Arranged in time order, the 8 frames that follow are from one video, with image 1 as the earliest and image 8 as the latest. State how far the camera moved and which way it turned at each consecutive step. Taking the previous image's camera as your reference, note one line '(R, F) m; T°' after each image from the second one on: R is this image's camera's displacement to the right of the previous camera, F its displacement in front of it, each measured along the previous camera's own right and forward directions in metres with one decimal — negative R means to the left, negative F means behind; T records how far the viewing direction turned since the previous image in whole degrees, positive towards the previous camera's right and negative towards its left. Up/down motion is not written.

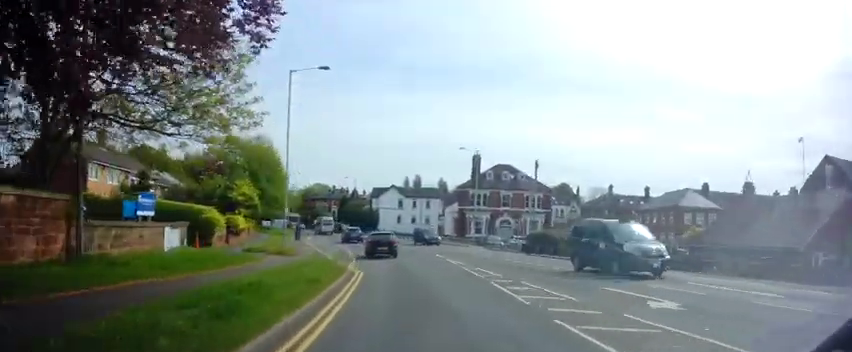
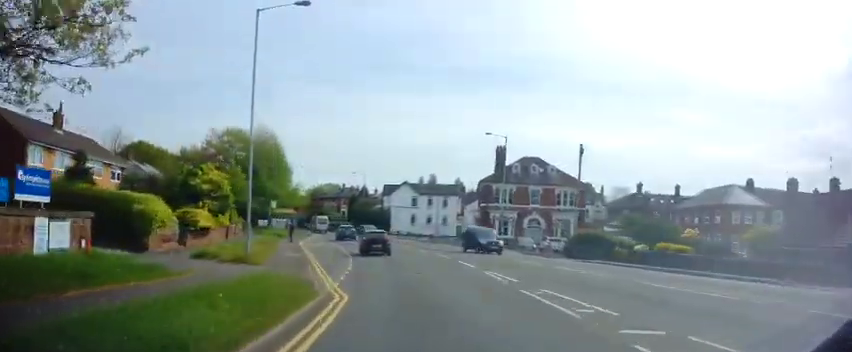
(-0.2, +7.9) m; -2°
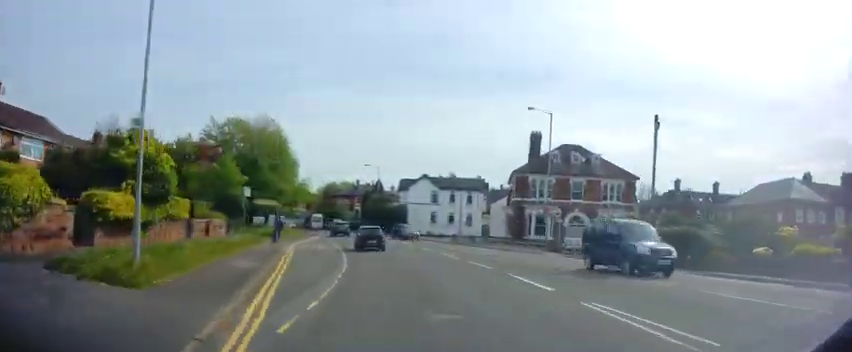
(-0.1, +8.7) m; -1°
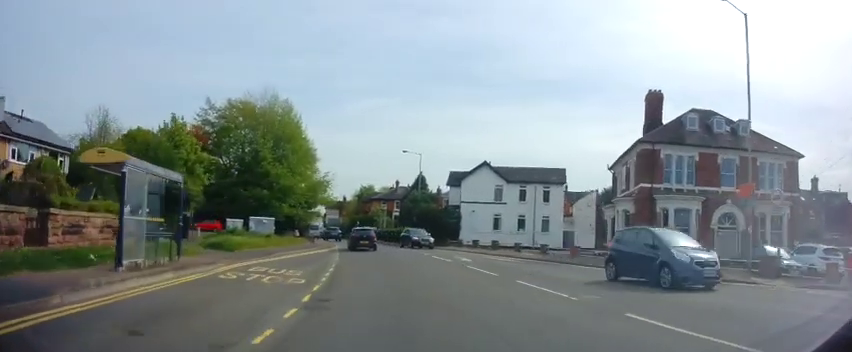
(-0.8, +18.6) m; -6°
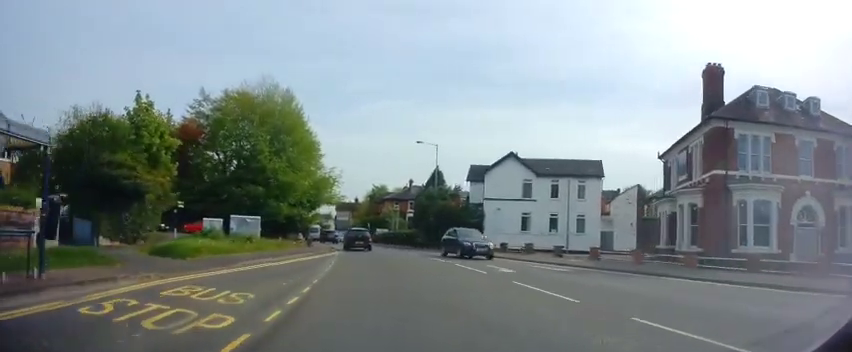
(-0.4, +6.4) m; -2°
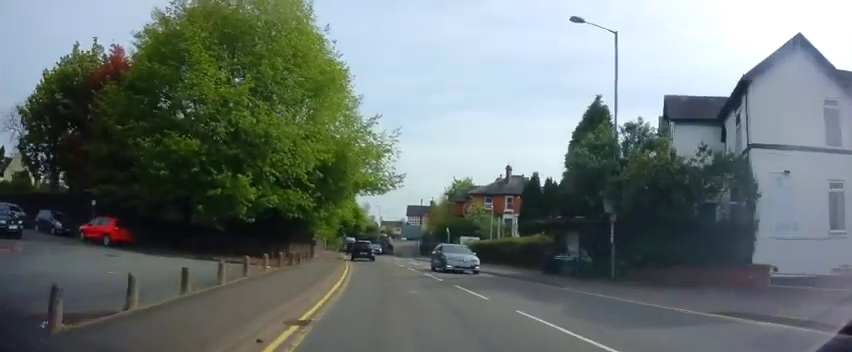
(-1.6, +28.0) m; -10°
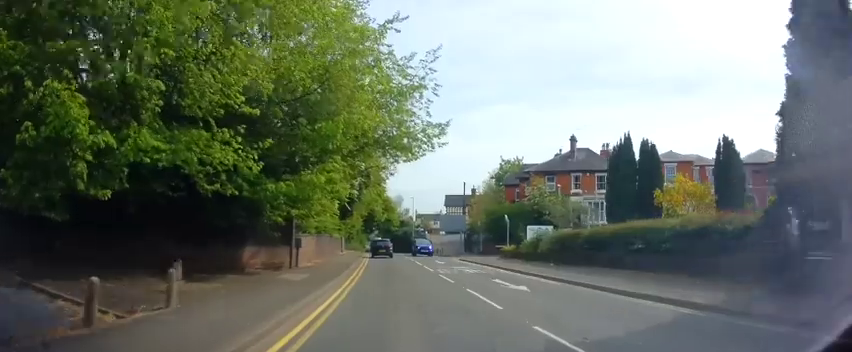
(-0.7, +13.7) m; -4°
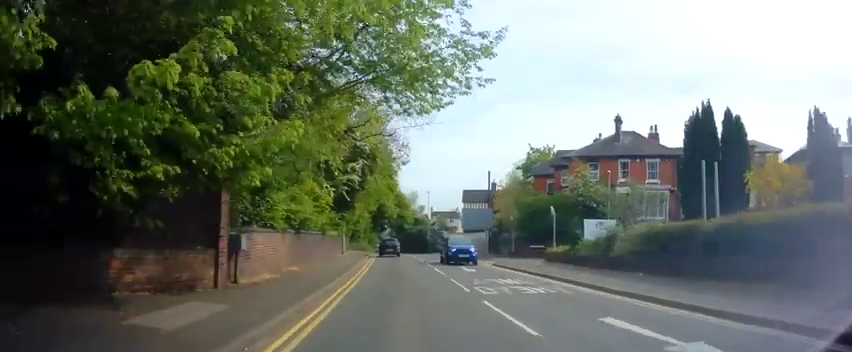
(-0.1, +8.4) m; -1°
